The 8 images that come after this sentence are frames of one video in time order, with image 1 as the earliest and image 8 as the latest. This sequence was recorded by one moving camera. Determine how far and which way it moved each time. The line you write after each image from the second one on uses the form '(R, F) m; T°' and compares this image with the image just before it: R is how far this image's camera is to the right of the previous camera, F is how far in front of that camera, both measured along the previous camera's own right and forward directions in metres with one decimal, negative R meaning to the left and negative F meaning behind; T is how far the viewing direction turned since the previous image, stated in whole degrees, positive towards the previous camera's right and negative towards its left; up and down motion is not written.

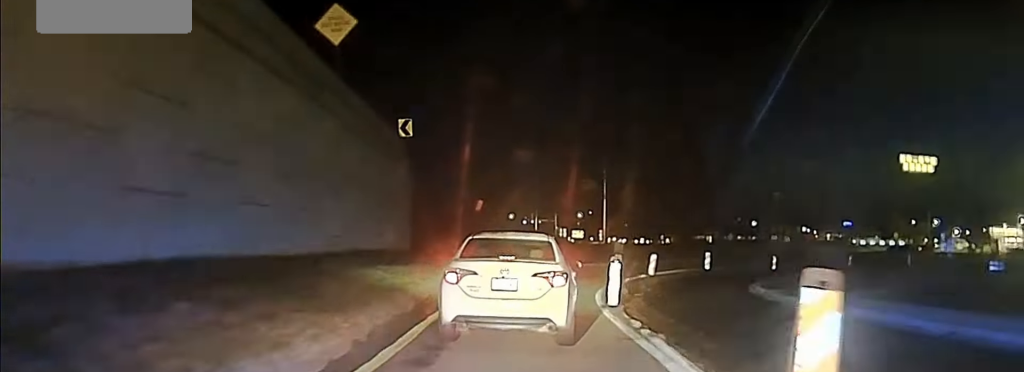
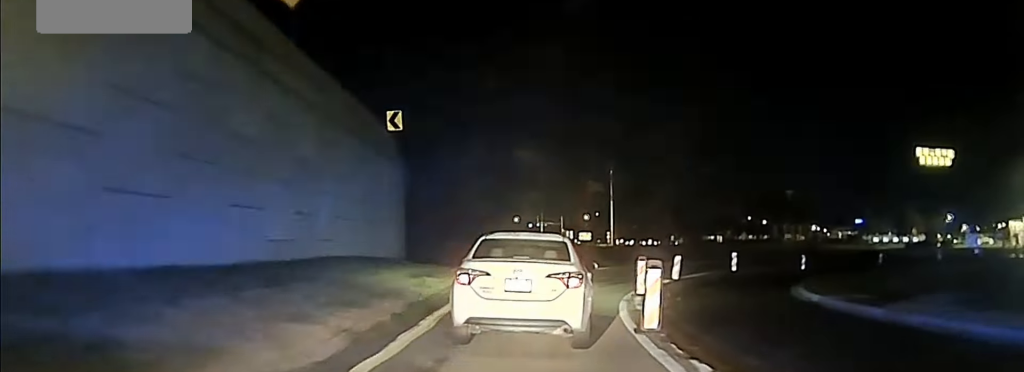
(+0.1, +5.9) m; 0°
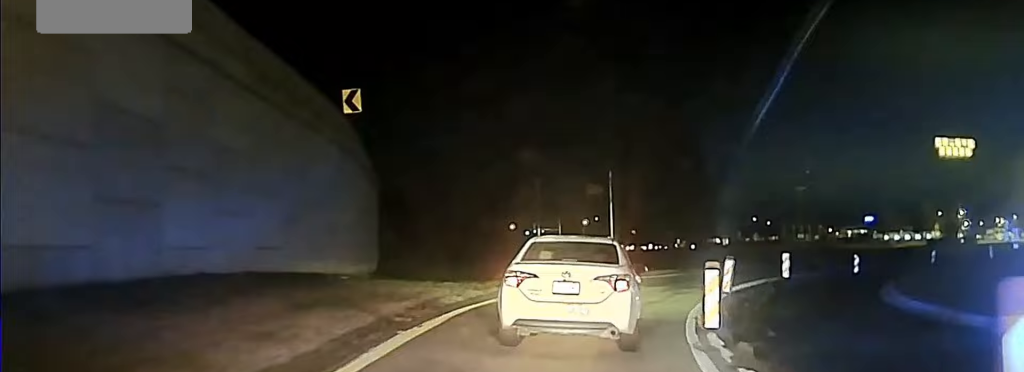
(-0.2, +11.6) m; +1°
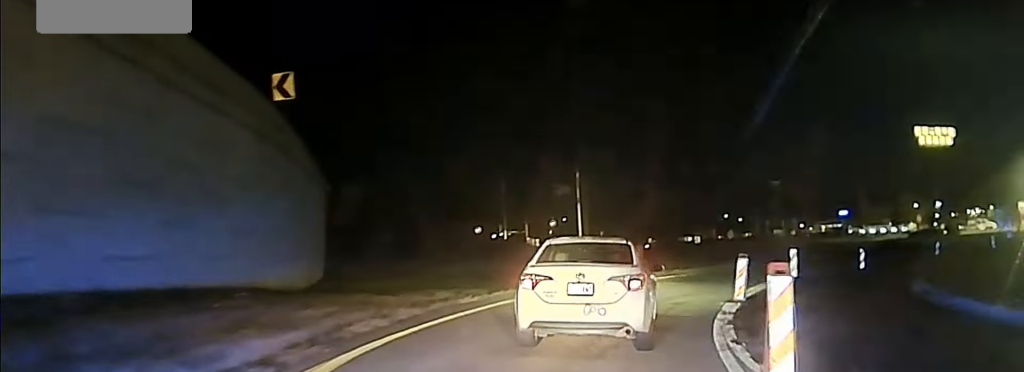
(+0.1, +5.5) m; +2°
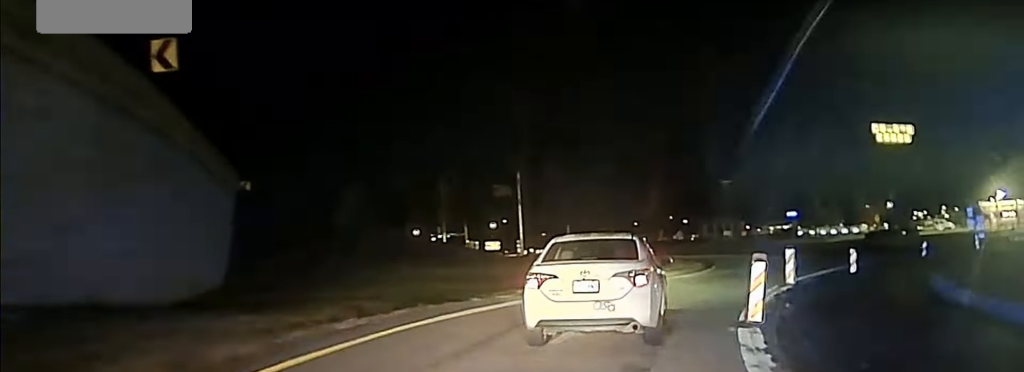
(0.0, +7.2) m; +5°
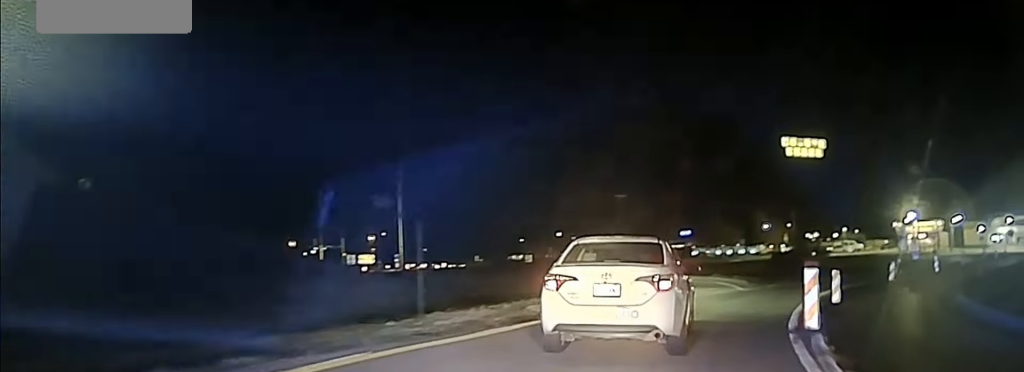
(+1.2, +10.8) m; +9°
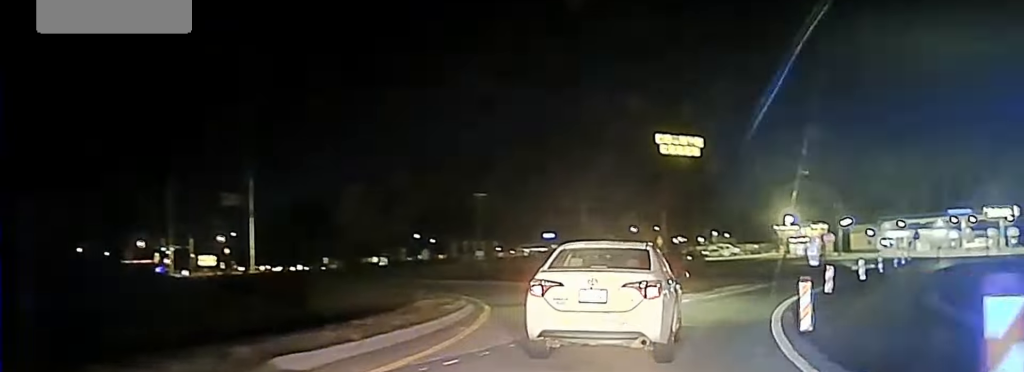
(+0.3, +10.2) m; +6°
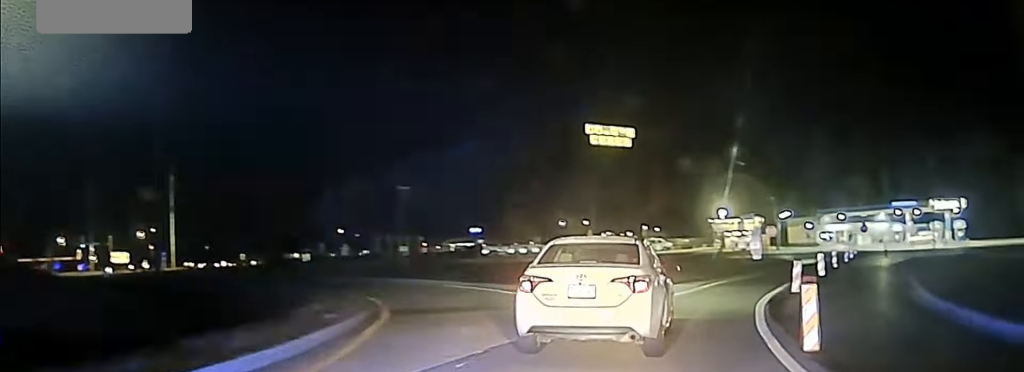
(+0.2, +5.1) m; +5°
